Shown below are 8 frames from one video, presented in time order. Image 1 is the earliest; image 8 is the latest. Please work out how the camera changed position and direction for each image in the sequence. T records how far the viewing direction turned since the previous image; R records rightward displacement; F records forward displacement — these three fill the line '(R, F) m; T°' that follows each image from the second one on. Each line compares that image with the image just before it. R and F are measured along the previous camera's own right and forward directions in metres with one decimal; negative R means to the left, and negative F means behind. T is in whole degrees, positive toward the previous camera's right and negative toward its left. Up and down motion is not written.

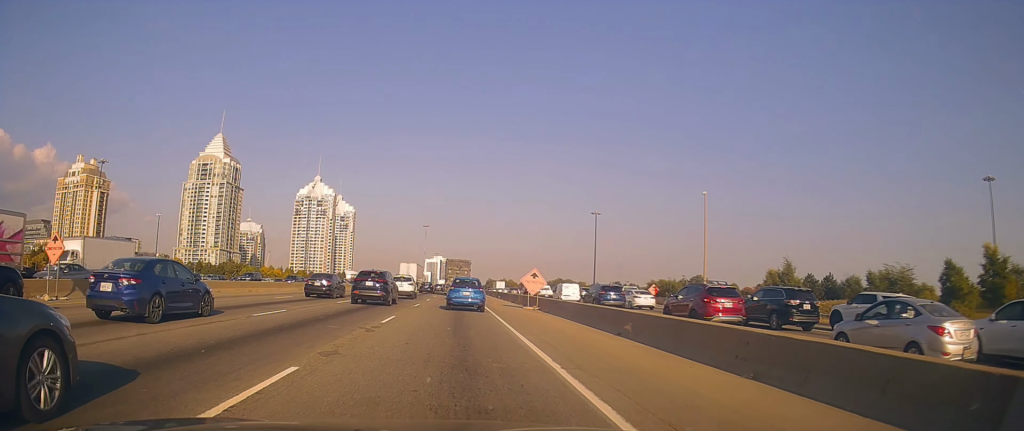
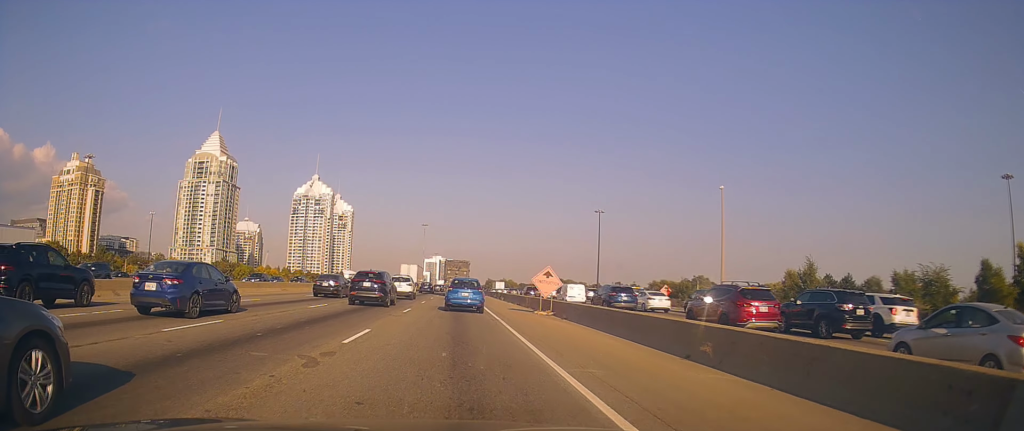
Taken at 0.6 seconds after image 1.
(-0.1, +5.2) m; +1°
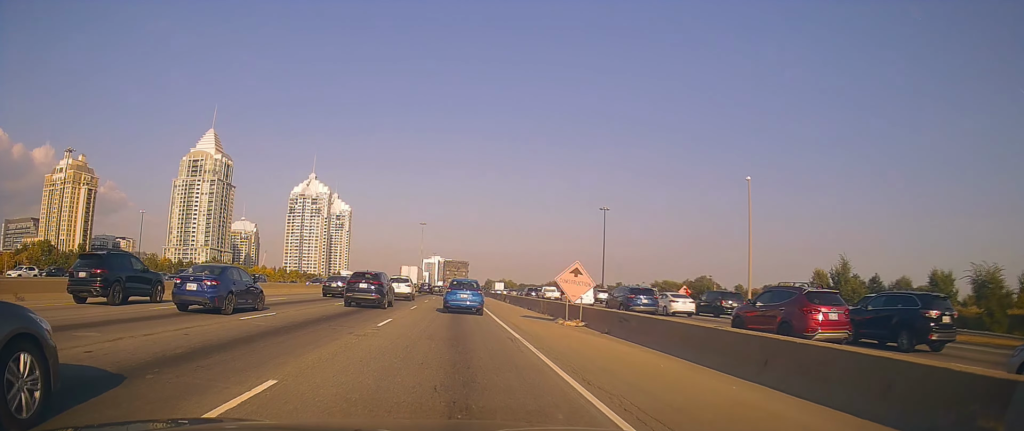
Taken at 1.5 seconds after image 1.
(-0.3, +7.0) m; +1°
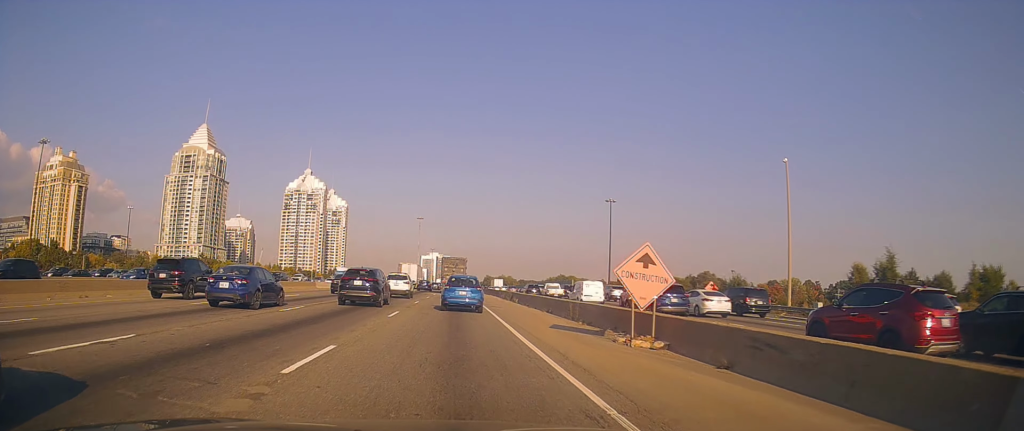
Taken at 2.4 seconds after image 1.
(+0.6, +8.4) m; 0°
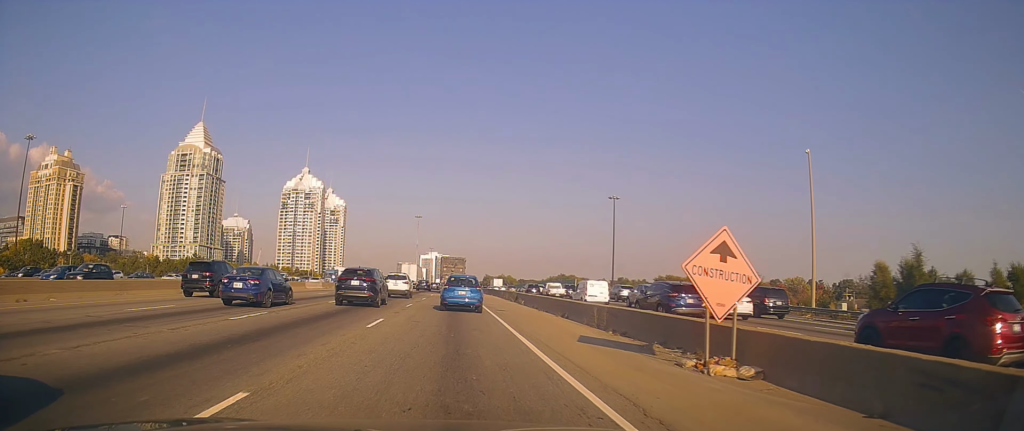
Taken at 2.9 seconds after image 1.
(-0.5, +4.4) m; 0°
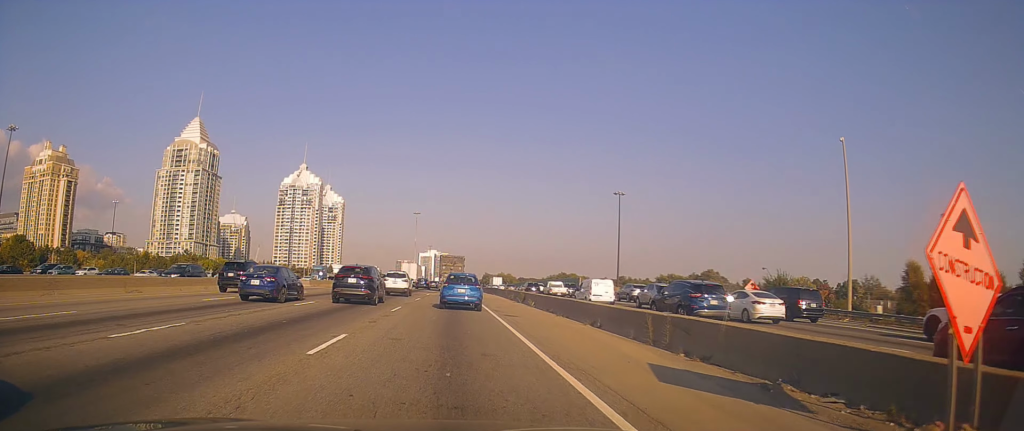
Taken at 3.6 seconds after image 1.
(0.0, +5.7) m; -1°
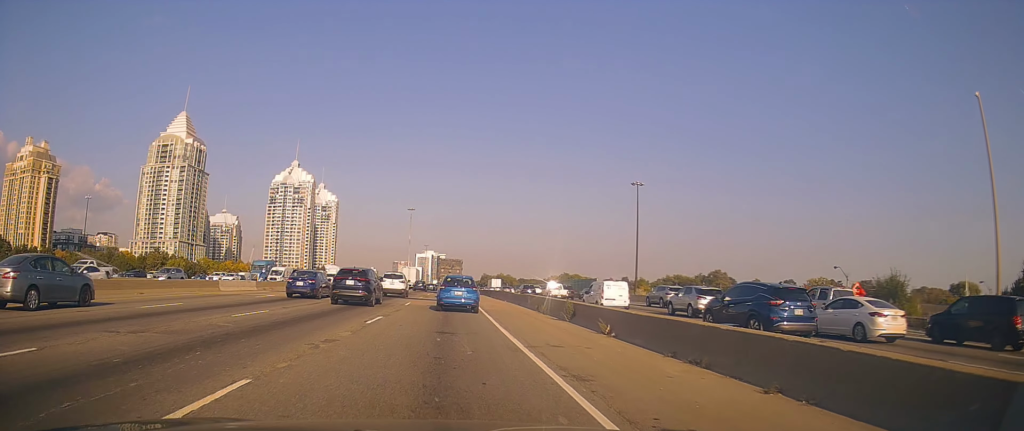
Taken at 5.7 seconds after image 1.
(-0.6, +16.9) m; -3°
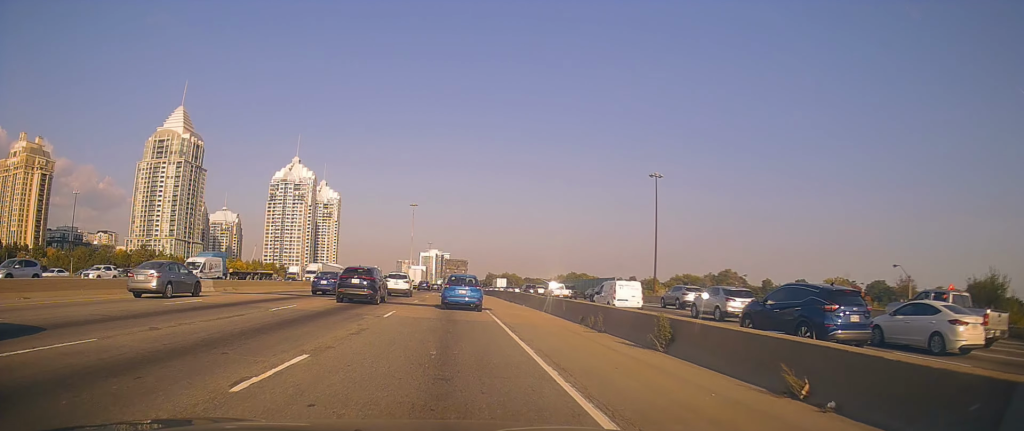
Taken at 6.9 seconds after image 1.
(+0.4, +9.8) m; +2°
